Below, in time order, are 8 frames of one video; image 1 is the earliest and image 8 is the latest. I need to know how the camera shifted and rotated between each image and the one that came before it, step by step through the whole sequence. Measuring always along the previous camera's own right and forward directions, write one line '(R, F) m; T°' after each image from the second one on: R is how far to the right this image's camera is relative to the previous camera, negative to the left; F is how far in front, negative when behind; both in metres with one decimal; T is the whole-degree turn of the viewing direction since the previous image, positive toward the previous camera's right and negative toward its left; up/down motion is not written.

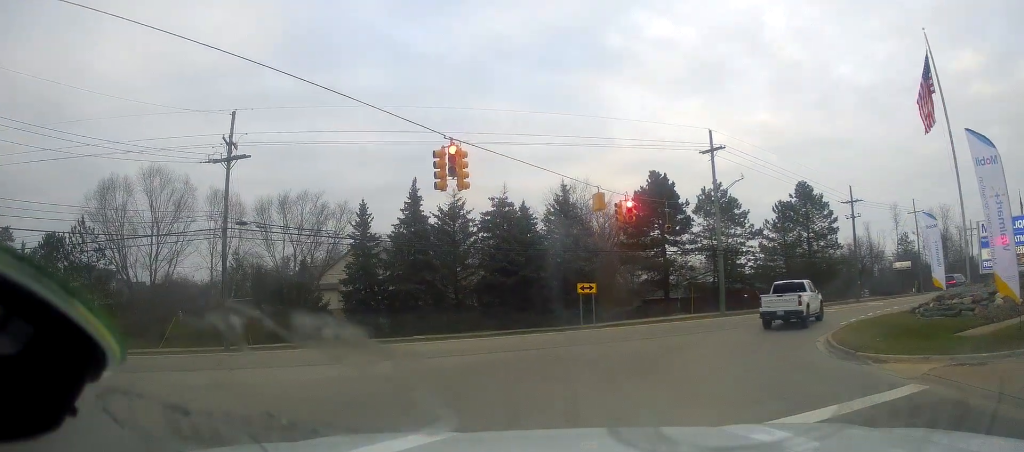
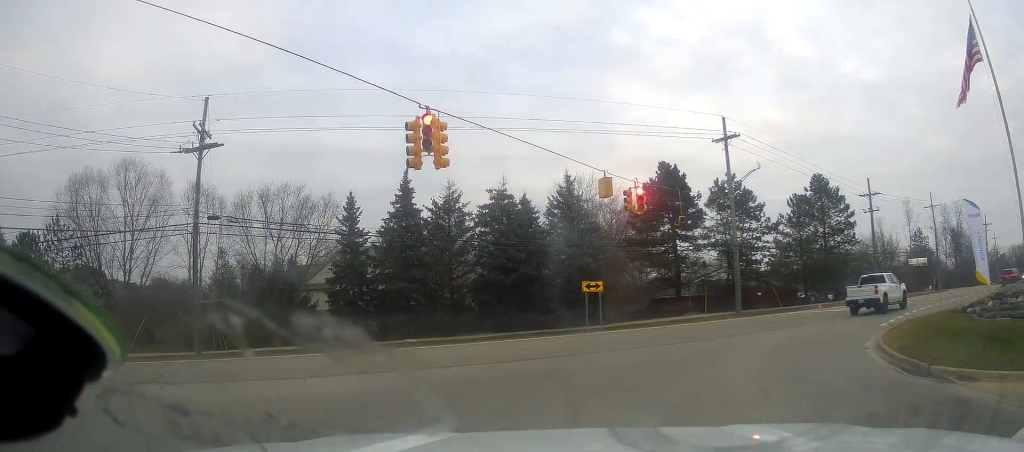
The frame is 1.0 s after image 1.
(+0.2, +3.6) m; +4°
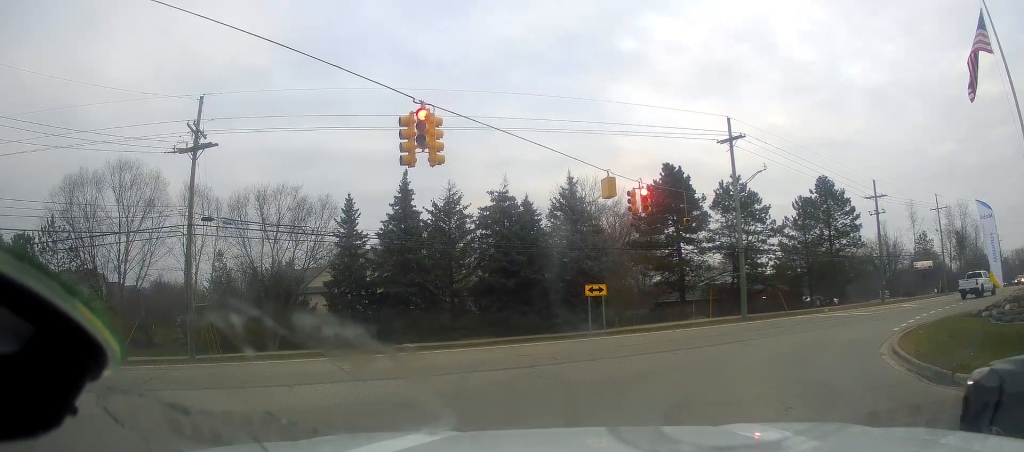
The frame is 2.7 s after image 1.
(0.0, +1.3) m; 0°
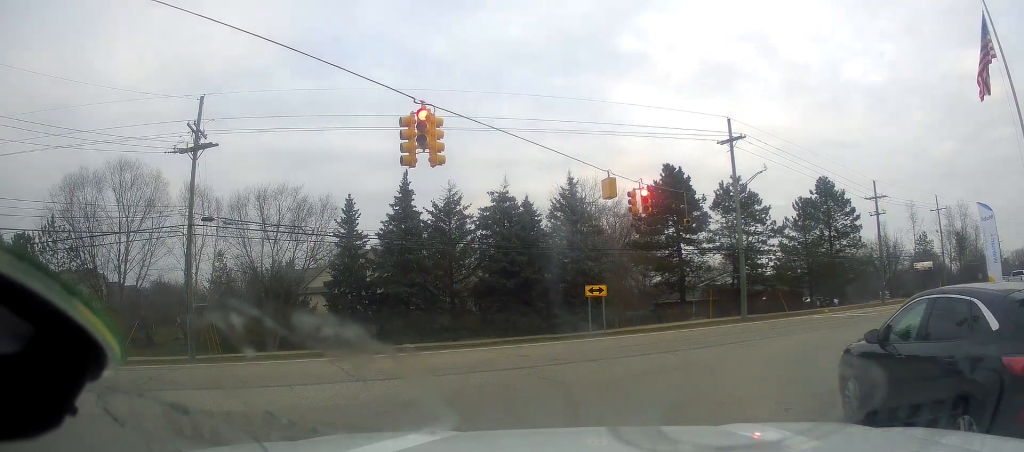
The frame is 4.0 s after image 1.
(0.0, 0.0) m; 0°
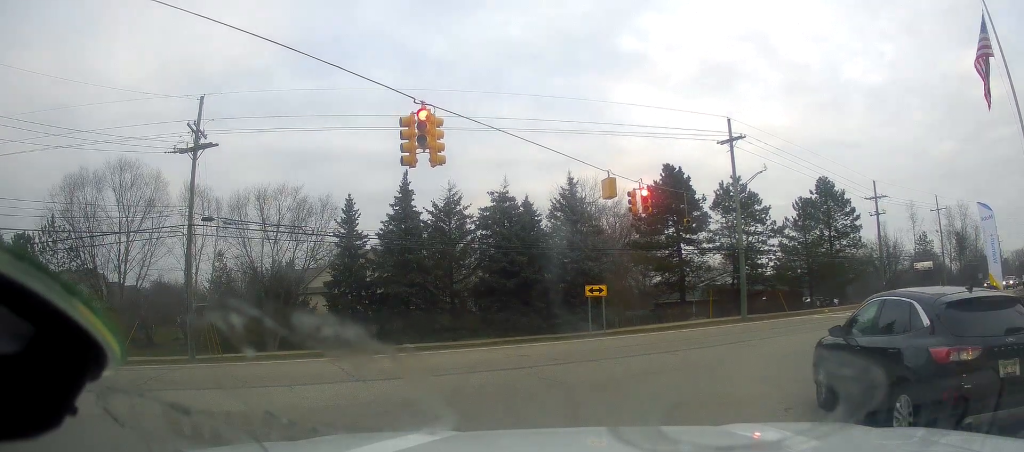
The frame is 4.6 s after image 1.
(0.0, 0.0) m; 0°
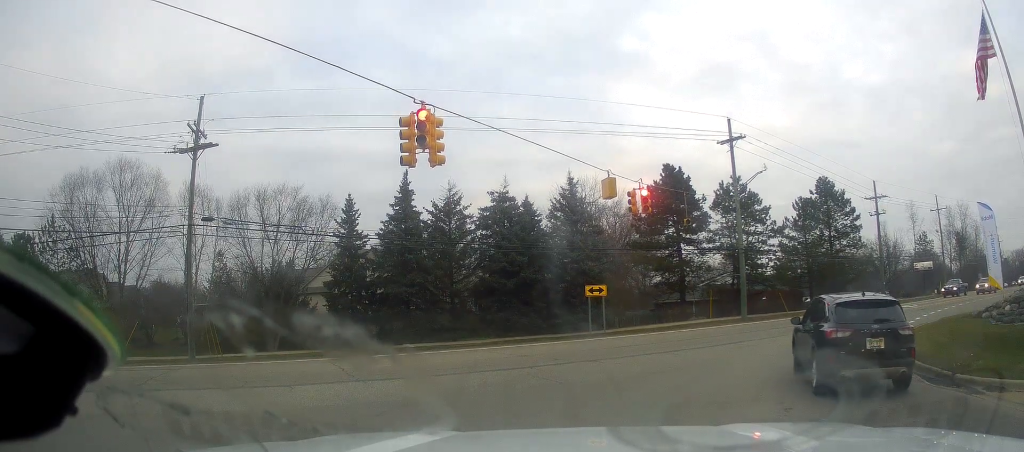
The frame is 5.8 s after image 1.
(0.0, 0.0) m; 0°
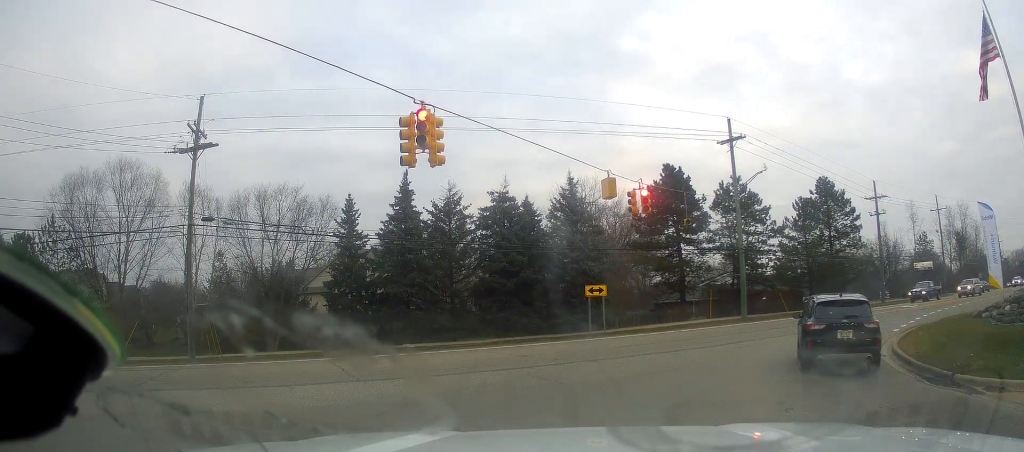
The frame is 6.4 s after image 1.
(0.0, 0.0) m; 0°
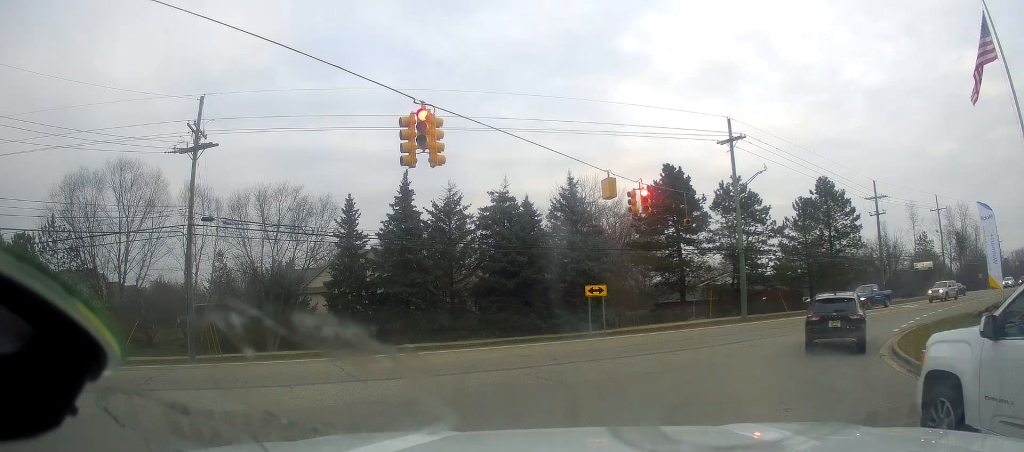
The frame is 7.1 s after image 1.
(0.0, 0.0) m; 0°
